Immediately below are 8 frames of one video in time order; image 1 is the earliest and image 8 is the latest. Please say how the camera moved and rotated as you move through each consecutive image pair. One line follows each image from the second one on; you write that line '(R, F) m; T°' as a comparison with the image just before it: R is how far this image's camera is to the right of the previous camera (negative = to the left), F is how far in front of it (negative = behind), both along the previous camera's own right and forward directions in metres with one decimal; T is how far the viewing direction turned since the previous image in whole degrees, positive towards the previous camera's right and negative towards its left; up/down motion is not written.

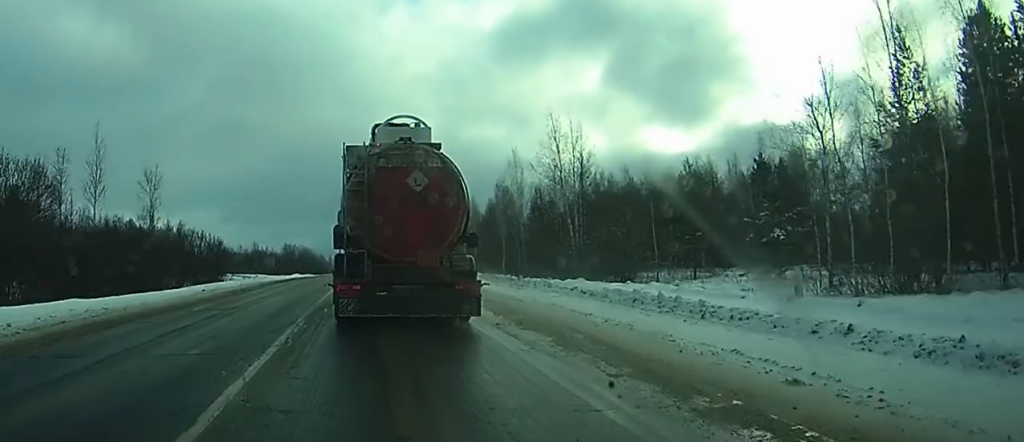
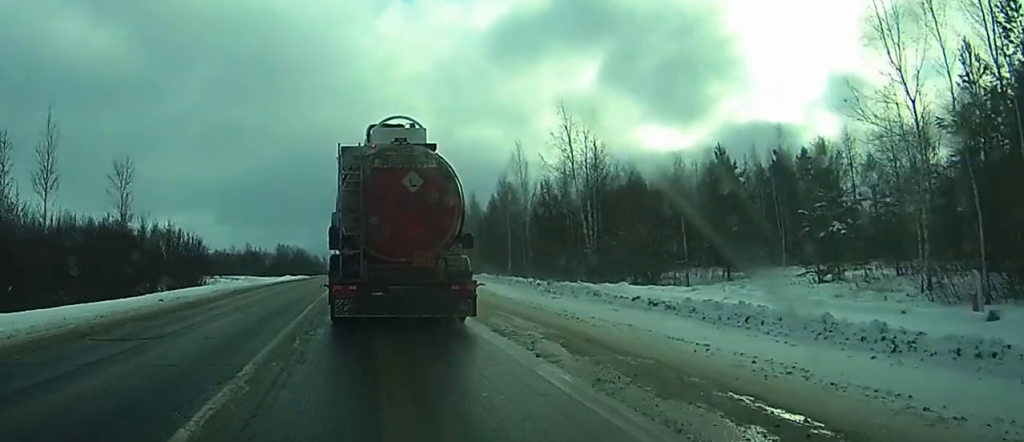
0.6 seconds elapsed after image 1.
(0.0, +6.5) m; 0°
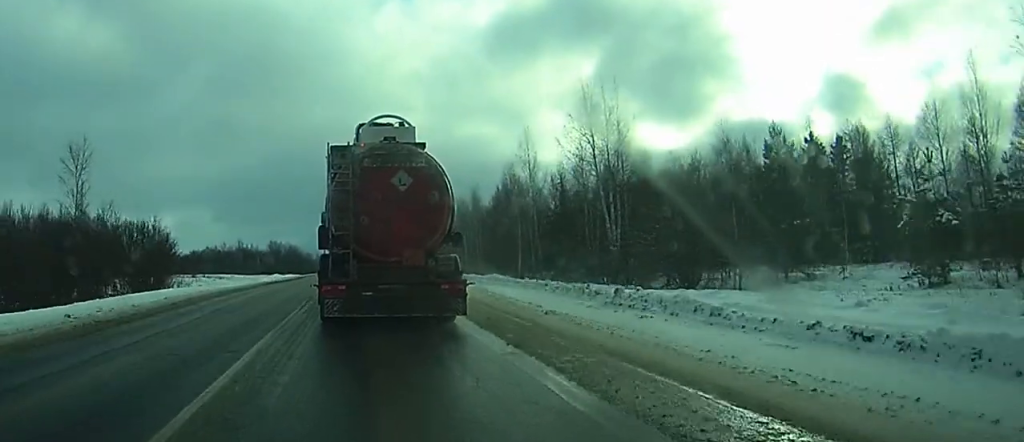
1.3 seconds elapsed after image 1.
(+0.1, +8.3) m; +2°
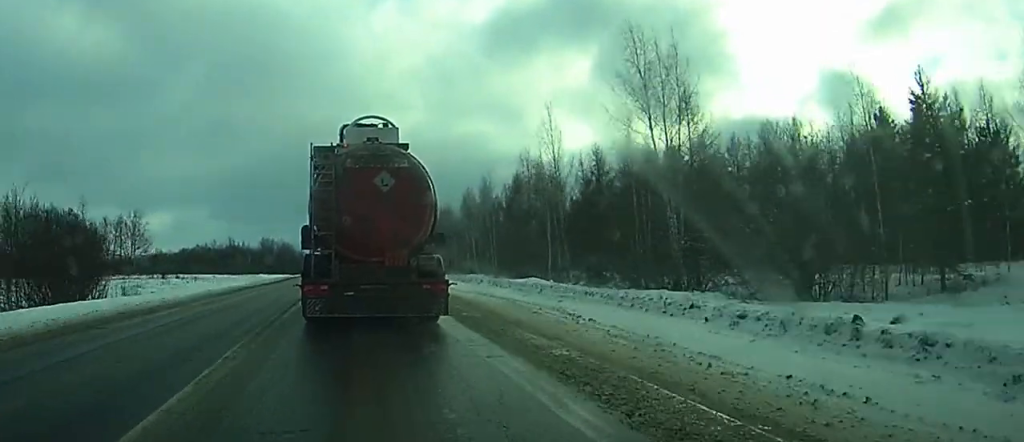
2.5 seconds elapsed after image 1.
(+0.6, +13.8) m; 0°
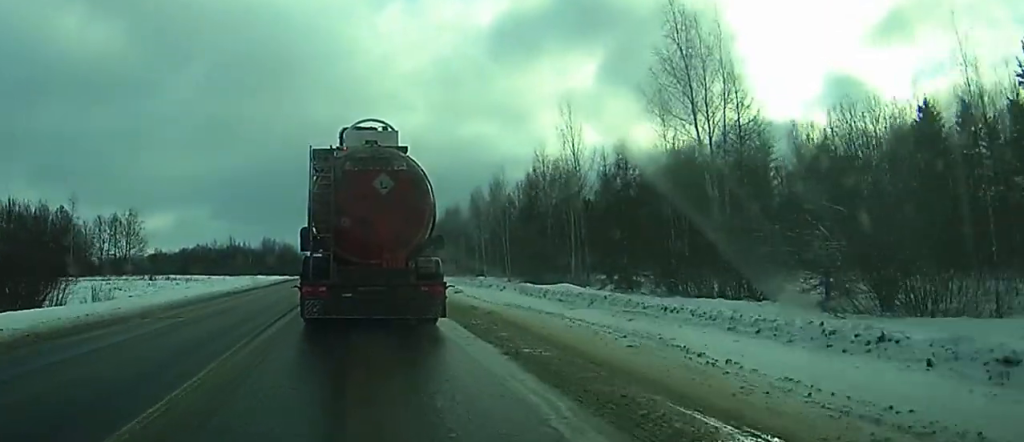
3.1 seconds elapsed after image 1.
(-0.3, +4.7) m; -1°
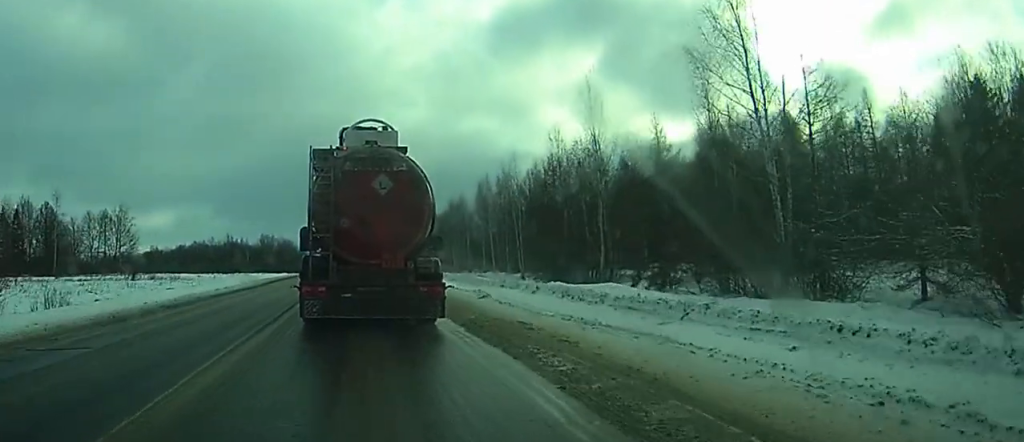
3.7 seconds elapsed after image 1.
(-0.5, +4.9) m; -1°
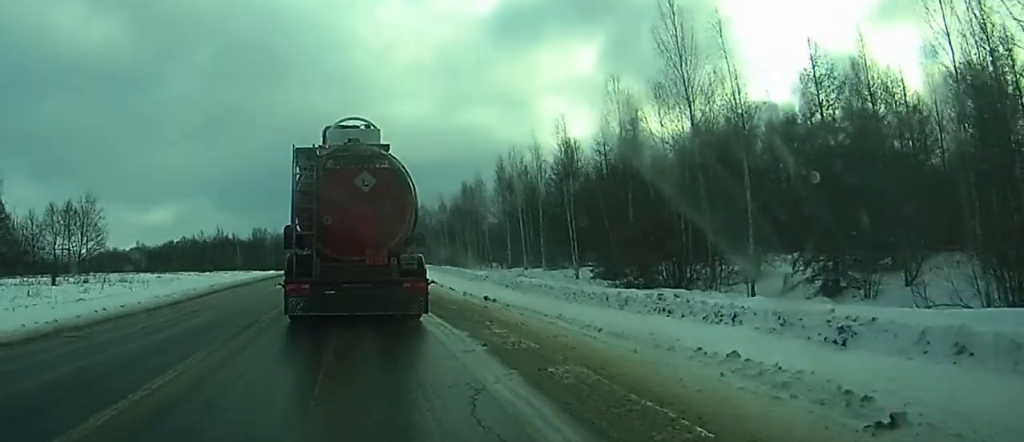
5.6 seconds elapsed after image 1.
(+0.5, +23.3) m; 0°
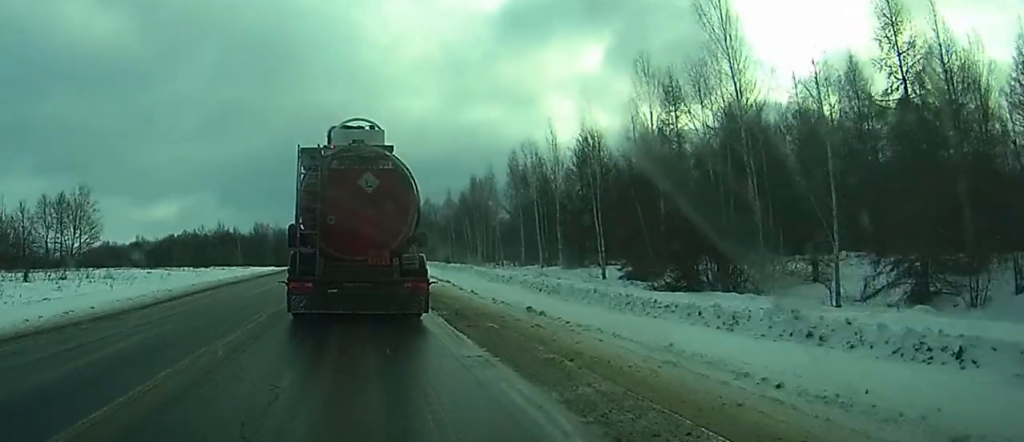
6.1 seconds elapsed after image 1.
(0.0, +6.4) m; 0°
